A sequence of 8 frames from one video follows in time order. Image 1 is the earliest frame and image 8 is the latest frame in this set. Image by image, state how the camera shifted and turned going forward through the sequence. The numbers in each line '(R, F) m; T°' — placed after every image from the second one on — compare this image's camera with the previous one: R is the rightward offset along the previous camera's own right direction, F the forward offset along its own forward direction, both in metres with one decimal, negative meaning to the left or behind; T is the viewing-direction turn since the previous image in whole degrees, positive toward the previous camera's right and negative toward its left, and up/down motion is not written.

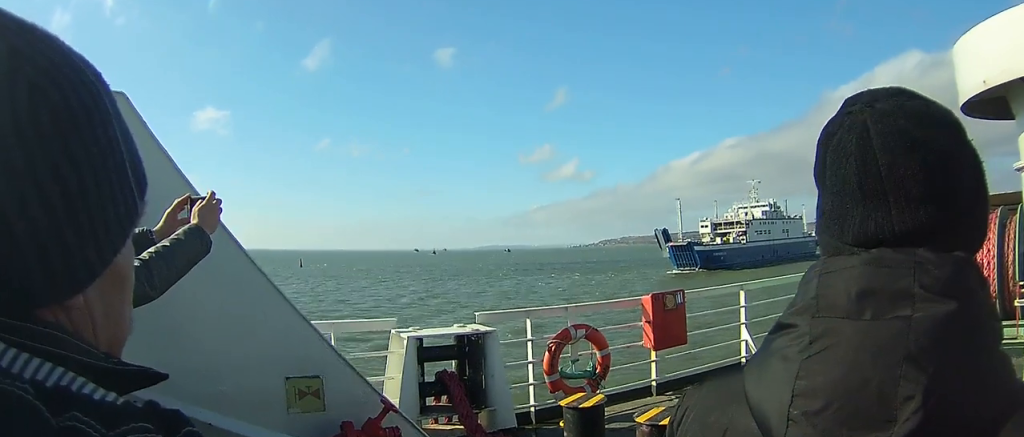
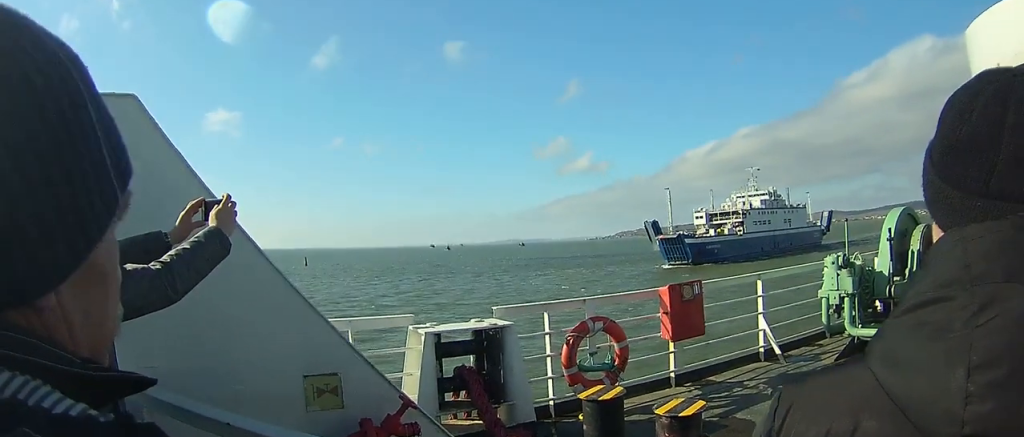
(0.0, +6.6) m; 0°
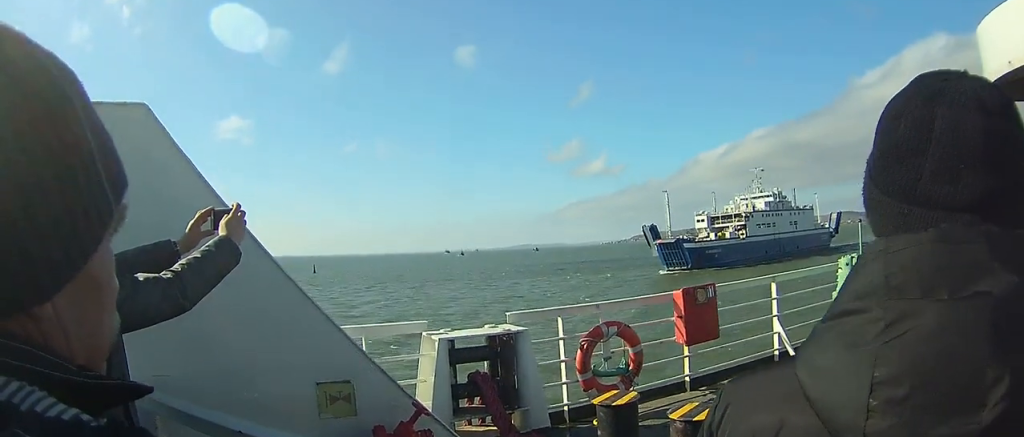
(0.0, +3.8) m; +1°
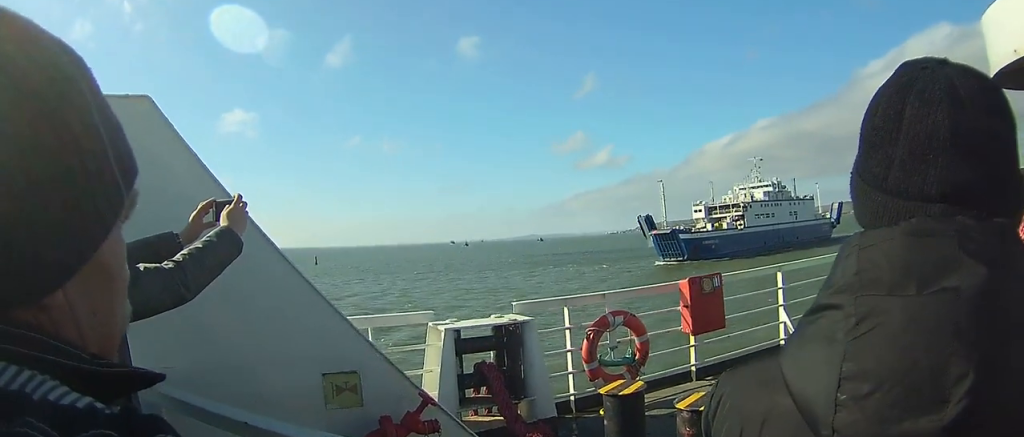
(0.0, +2.0) m; +1°
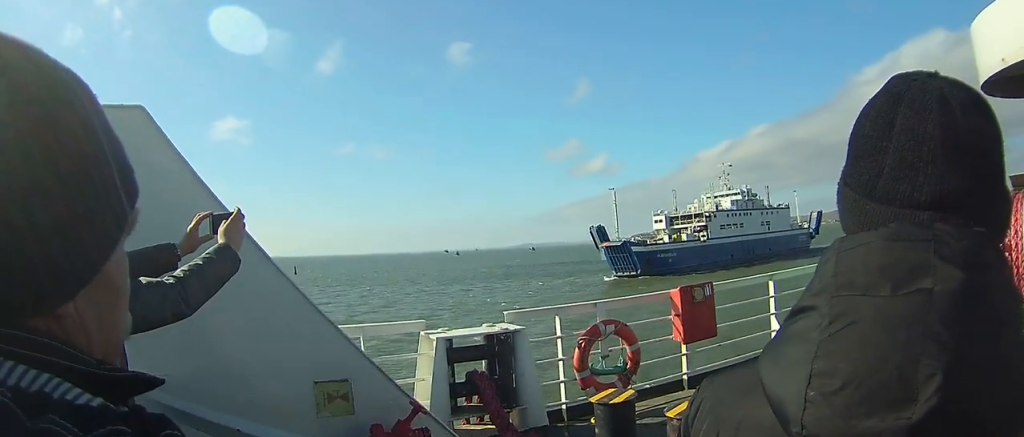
(+0.1, +8.2) m; +1°
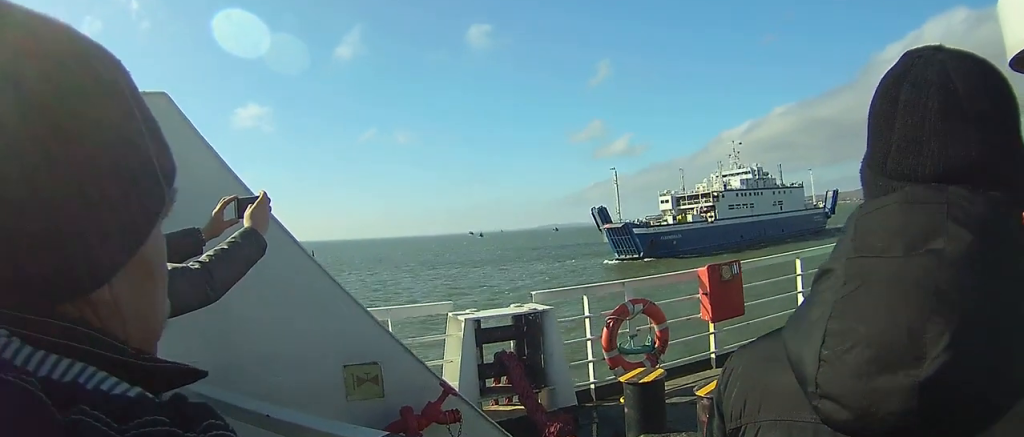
(0.0, +4.1) m; +1°
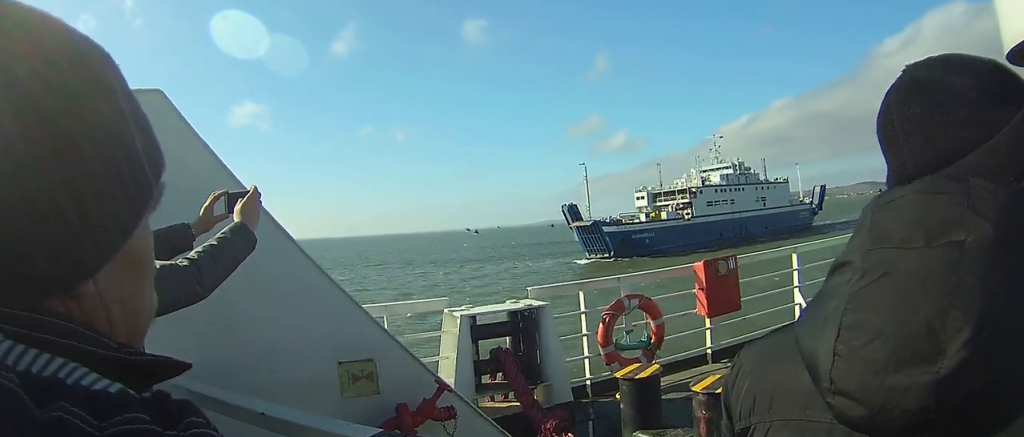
(0.0, +4.5) m; 0°
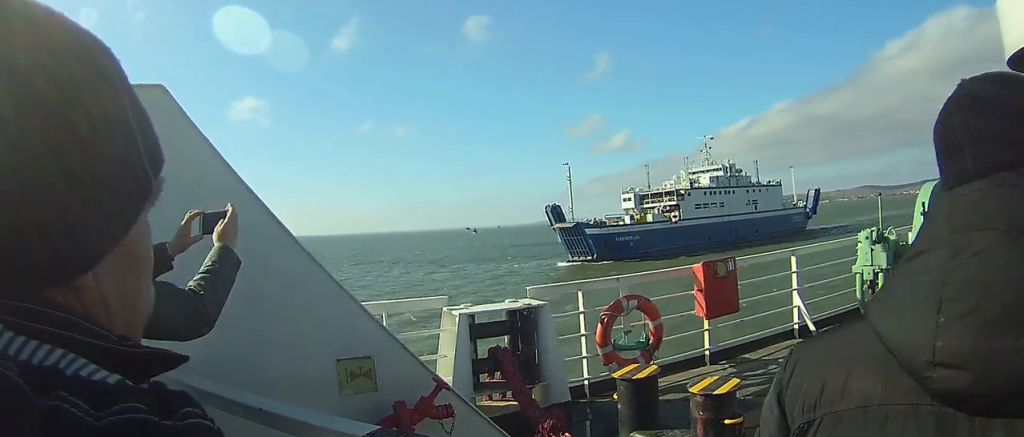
(0.0, +2.7) m; 0°
